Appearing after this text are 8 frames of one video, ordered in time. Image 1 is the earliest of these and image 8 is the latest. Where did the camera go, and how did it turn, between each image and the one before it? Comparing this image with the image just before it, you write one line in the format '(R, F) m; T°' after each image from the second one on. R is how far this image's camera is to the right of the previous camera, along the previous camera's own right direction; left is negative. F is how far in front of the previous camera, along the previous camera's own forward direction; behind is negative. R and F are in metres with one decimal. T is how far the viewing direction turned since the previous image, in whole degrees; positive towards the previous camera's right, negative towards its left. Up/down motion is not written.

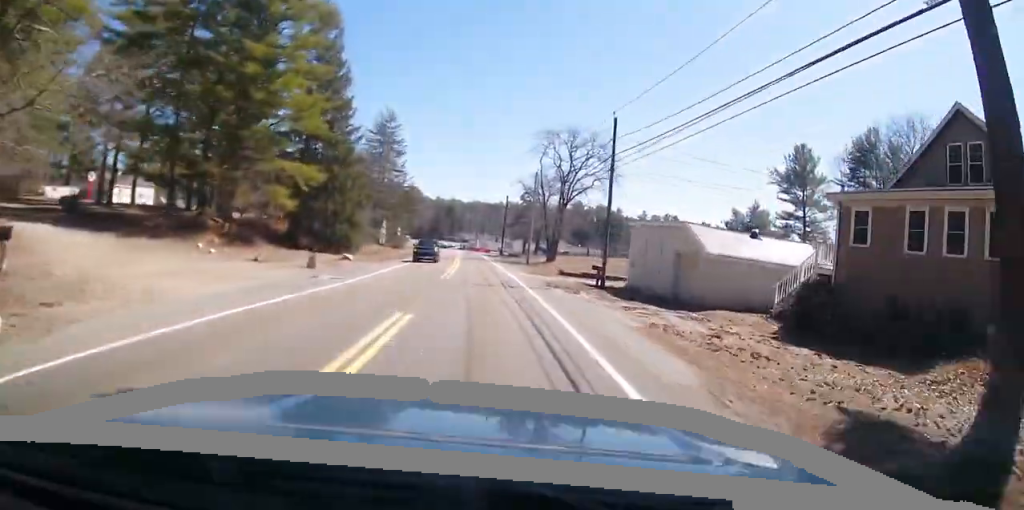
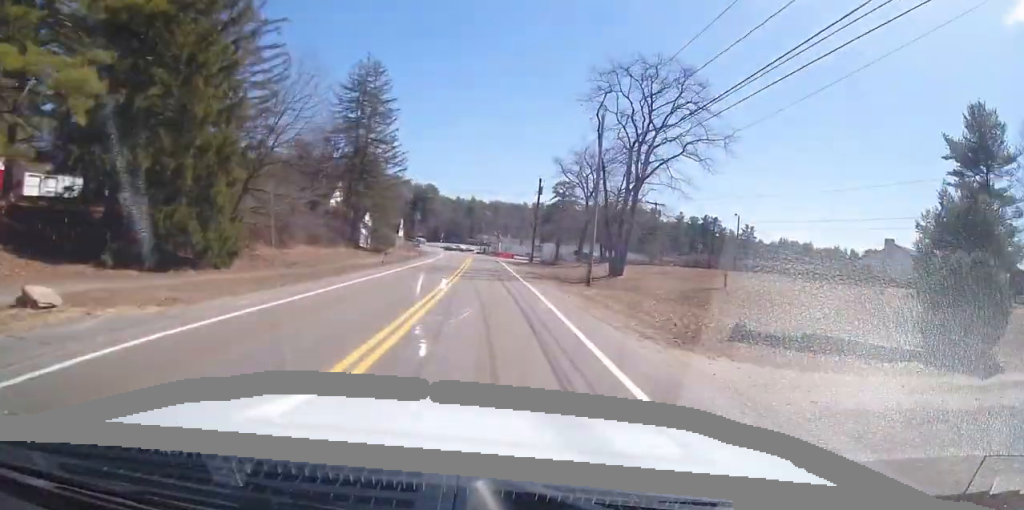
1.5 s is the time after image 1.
(-1.4, +28.5) m; -3°
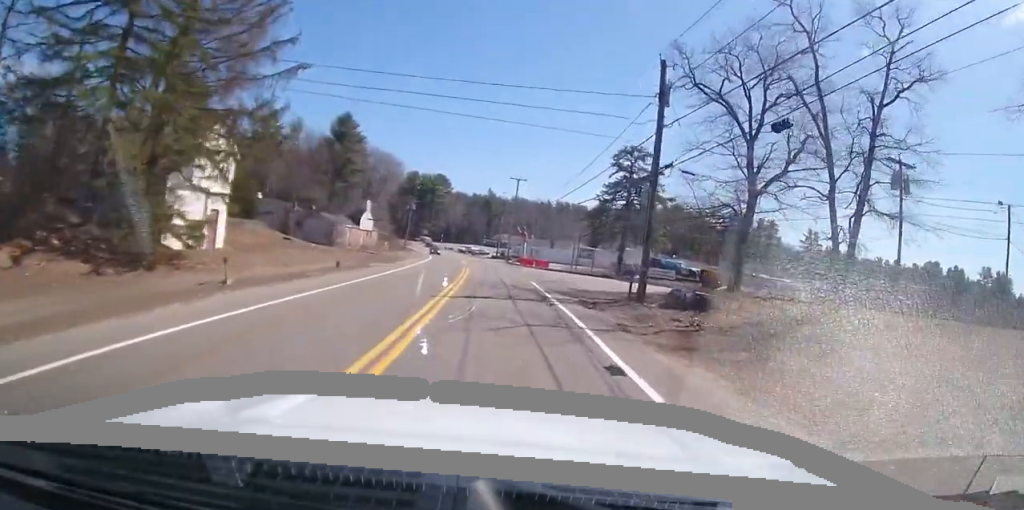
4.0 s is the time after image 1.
(-0.8, +45.3) m; -4°
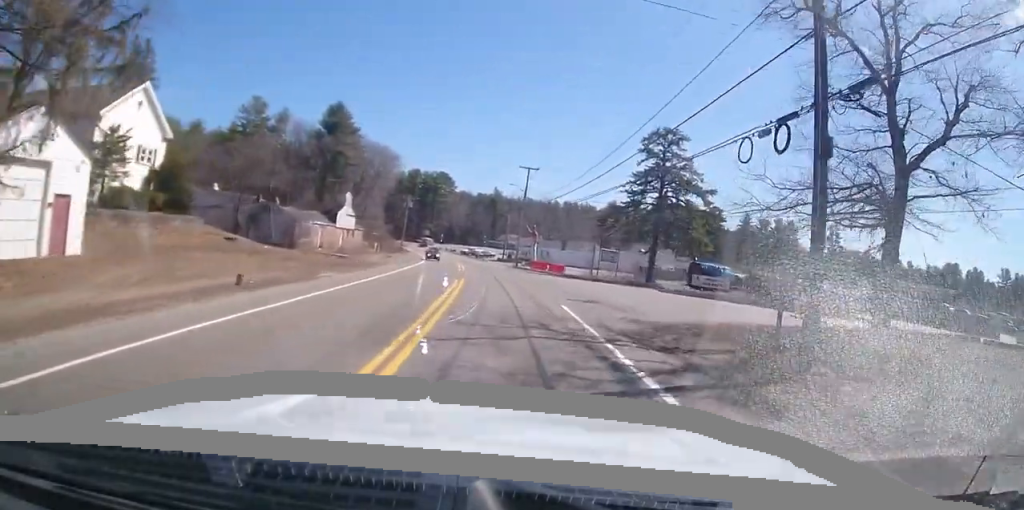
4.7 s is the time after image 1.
(-0.4, +12.9) m; -1°
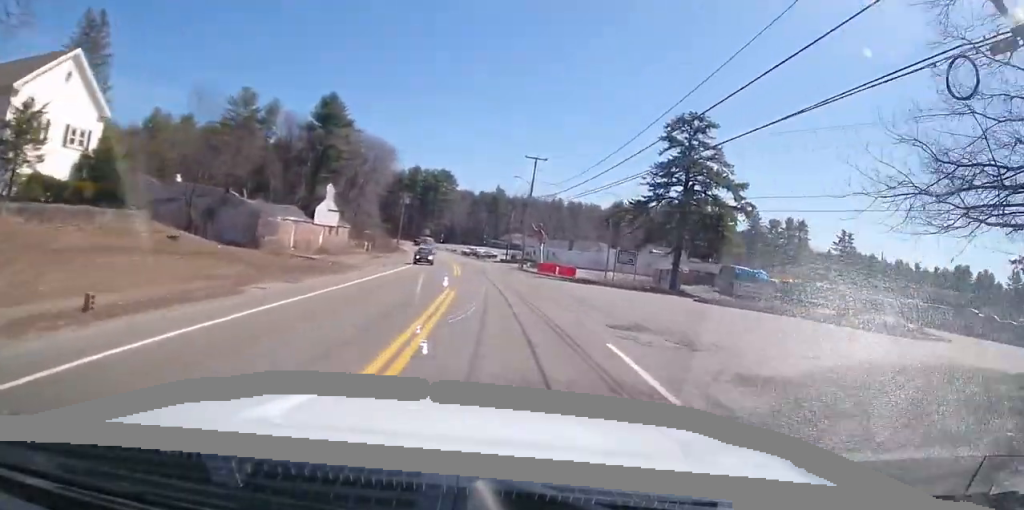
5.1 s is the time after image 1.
(-0.1, +8.0) m; -1°
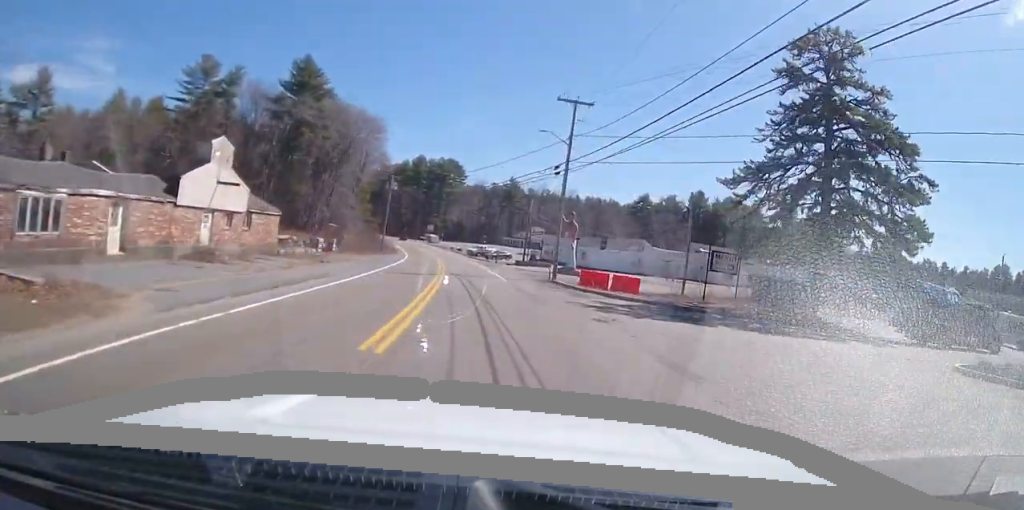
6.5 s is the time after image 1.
(0.0, +24.8) m; -1°
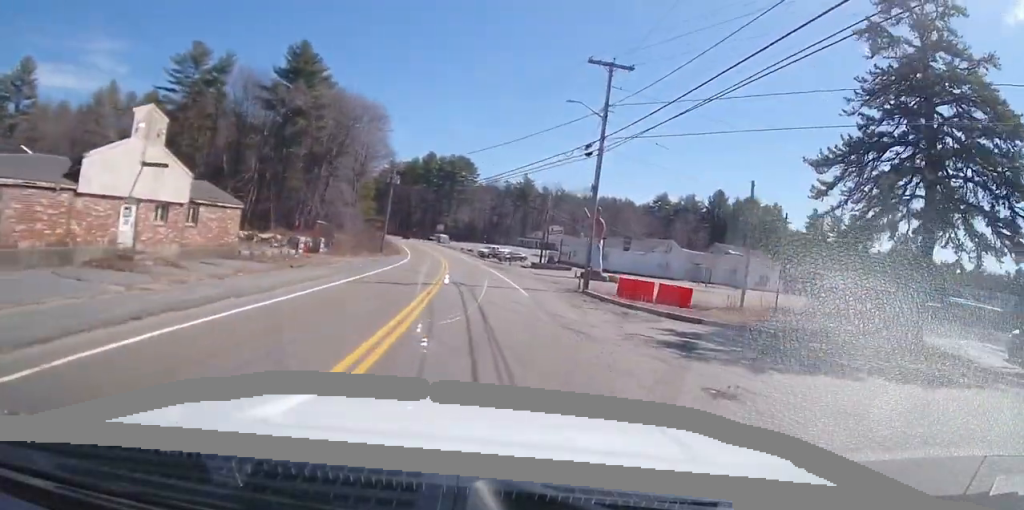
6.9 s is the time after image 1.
(+0.2, +8.9) m; -1°
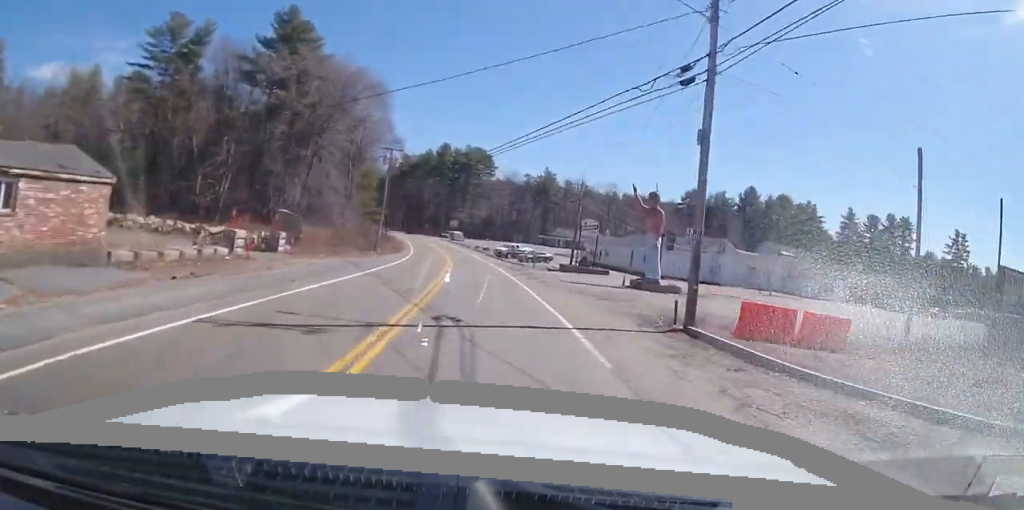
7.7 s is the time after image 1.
(-0.6, +14.7) m; -2°
